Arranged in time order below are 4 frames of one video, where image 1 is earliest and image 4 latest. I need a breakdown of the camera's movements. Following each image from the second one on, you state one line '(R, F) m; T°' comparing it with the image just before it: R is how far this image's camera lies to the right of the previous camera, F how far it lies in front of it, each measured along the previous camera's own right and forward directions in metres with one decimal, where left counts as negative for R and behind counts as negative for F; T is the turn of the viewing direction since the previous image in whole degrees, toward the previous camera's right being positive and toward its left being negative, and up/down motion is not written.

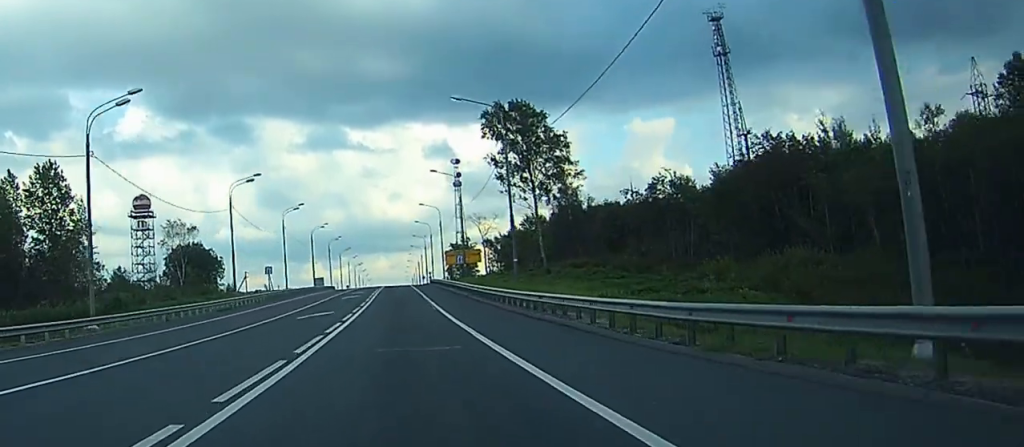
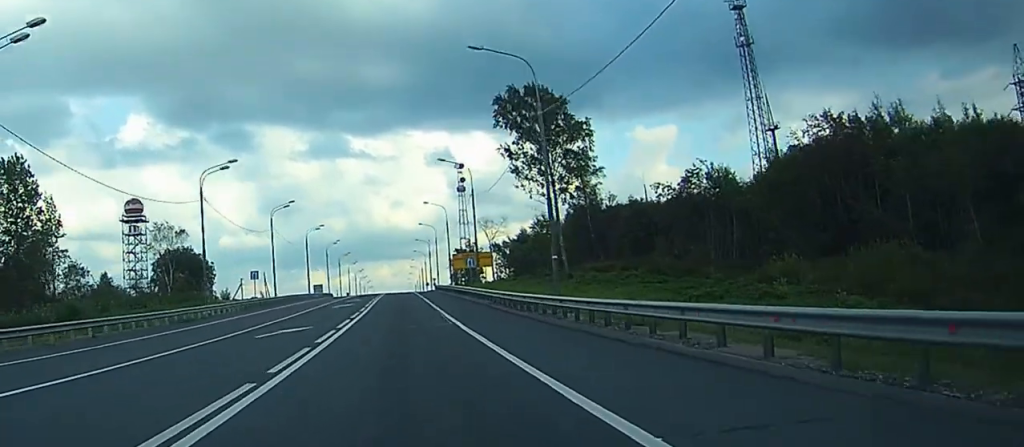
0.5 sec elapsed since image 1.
(0.0, +11.8) m; 0°
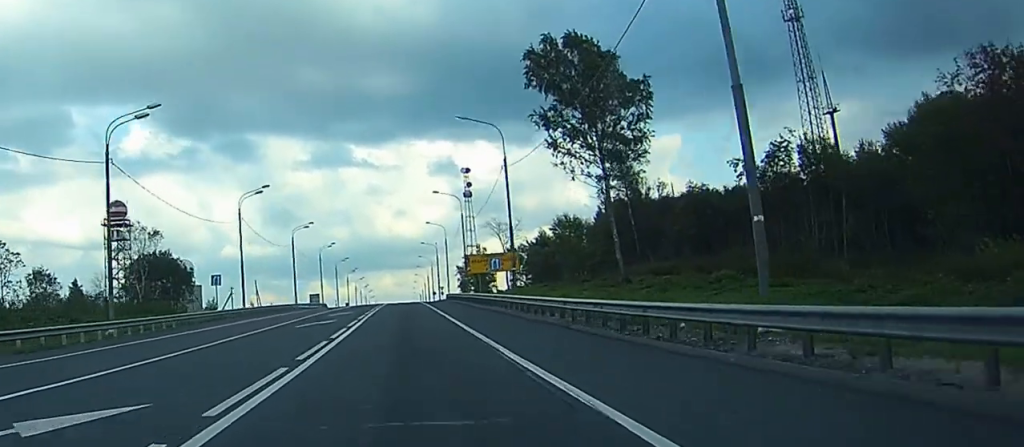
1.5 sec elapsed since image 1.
(0.0, +21.3) m; 0°
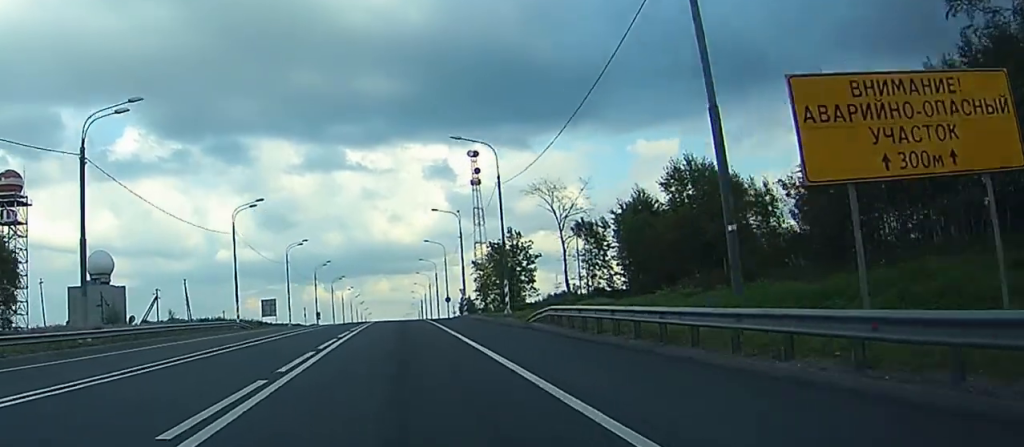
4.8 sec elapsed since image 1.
(-0.3, +73.3) m; 0°
